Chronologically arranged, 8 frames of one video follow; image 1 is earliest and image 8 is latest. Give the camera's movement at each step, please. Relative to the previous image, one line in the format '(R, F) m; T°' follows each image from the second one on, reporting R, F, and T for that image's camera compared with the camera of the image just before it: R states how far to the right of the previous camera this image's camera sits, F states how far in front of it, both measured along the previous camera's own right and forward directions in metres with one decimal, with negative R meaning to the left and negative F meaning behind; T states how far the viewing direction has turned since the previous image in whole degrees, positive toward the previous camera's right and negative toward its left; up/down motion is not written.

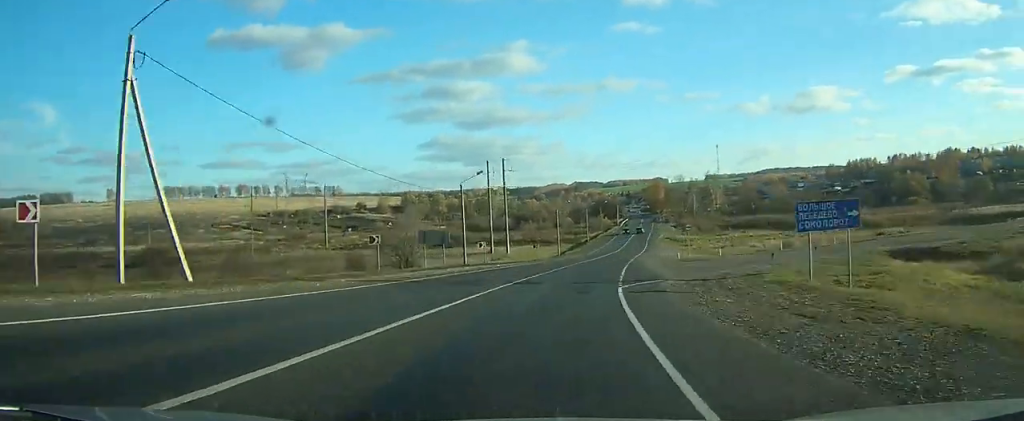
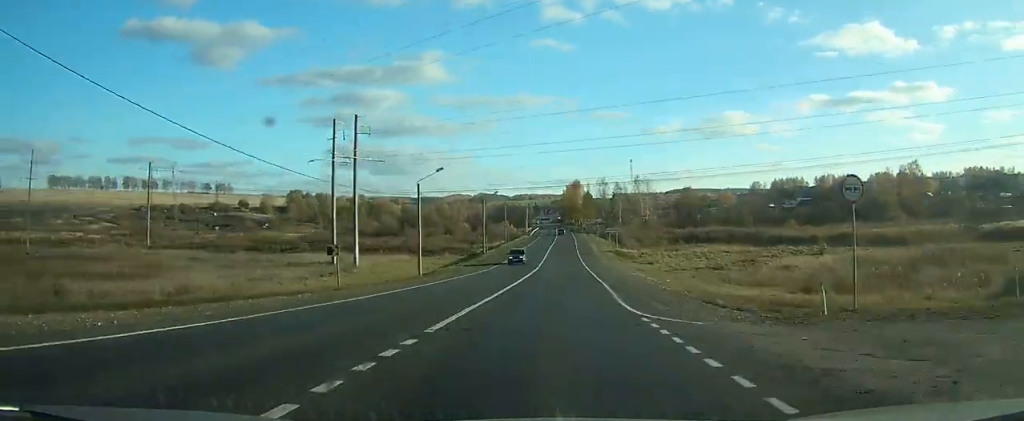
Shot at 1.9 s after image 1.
(+2.3, +45.7) m; +5°
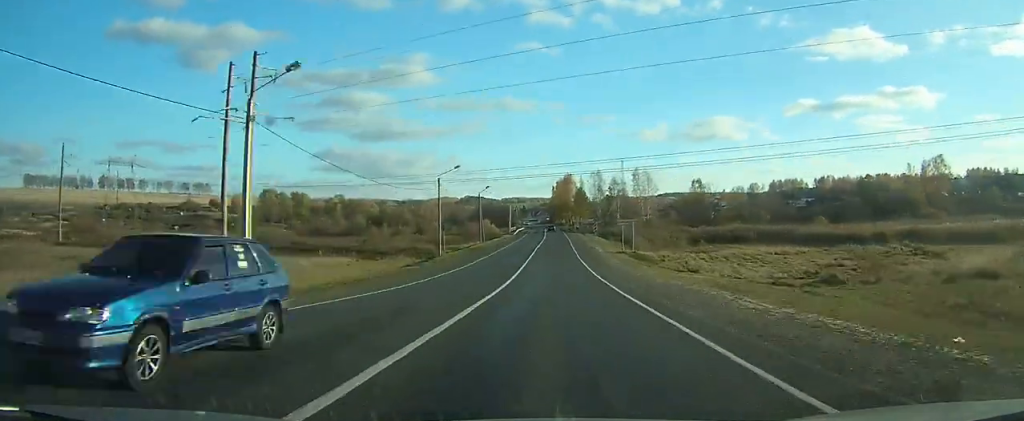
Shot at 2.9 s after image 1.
(+0.9, +24.5) m; +2°
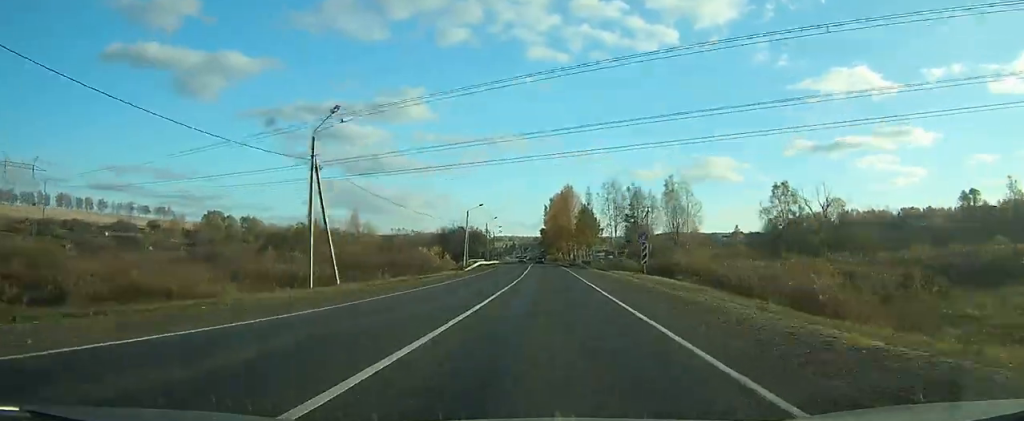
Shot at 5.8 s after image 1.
(+2.4, +61.5) m; +3°
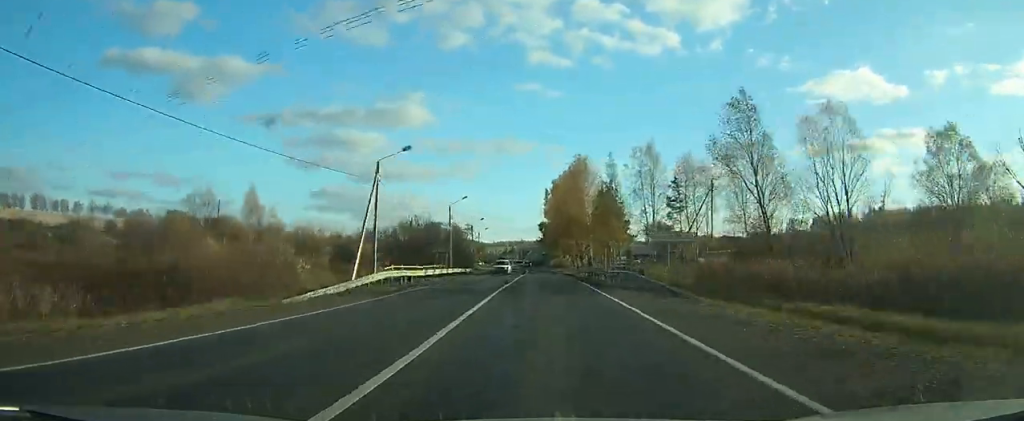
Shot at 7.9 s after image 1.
(0.0, +43.2) m; -1°
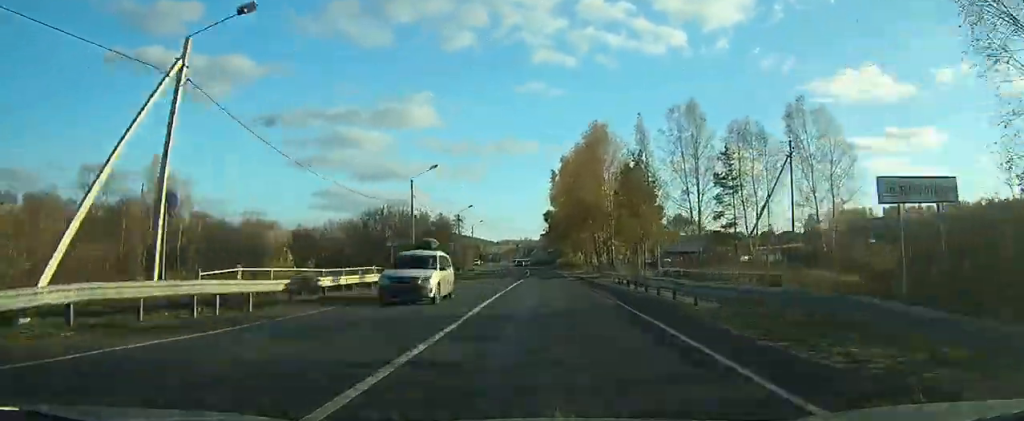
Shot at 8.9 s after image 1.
(-0.3, +21.2) m; -1°
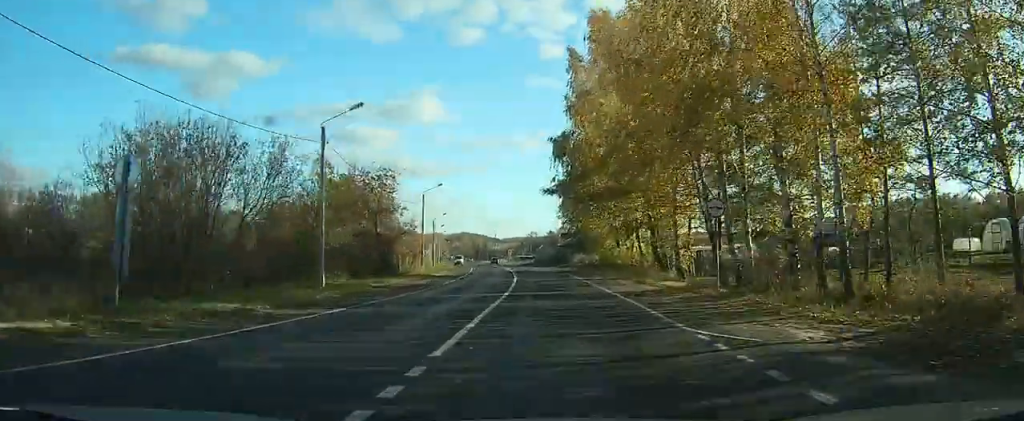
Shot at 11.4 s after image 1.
(-0.3, +46.9) m; -1°
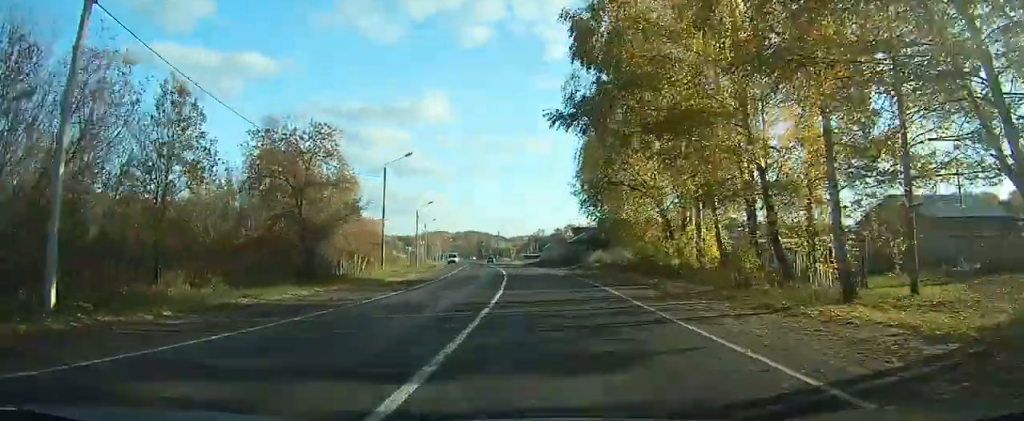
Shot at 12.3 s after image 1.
(0.0, +15.4) m; -1°
